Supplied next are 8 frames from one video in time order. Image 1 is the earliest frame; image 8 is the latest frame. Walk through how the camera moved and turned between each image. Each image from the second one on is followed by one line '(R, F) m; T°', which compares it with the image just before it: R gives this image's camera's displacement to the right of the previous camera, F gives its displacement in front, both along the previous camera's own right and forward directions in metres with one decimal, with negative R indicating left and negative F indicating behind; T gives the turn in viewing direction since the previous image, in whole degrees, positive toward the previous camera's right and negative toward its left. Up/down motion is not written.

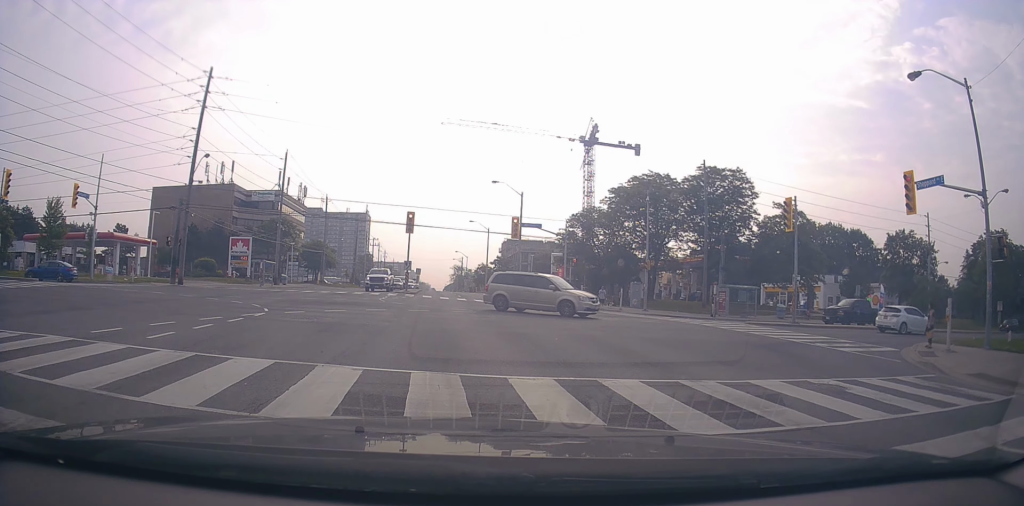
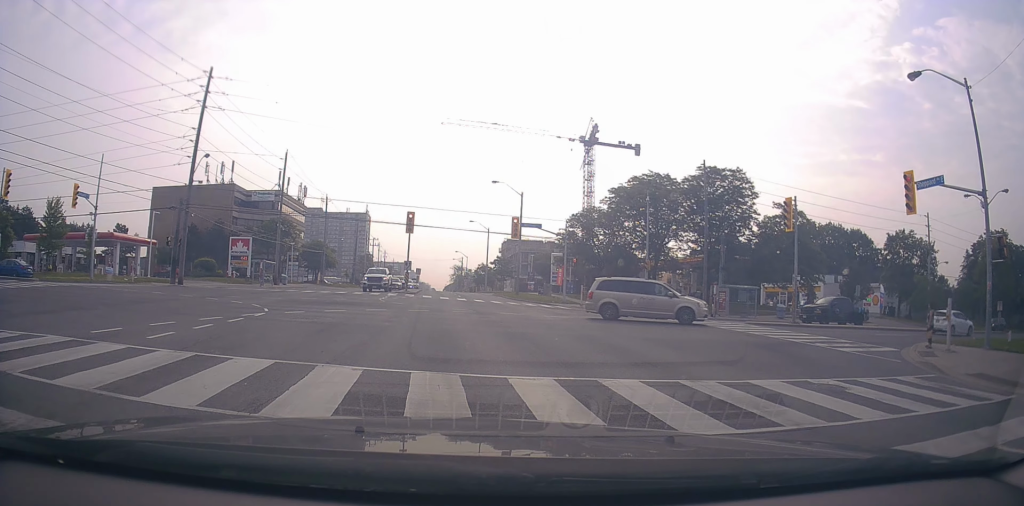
(0.0, 0.0) m; 0°
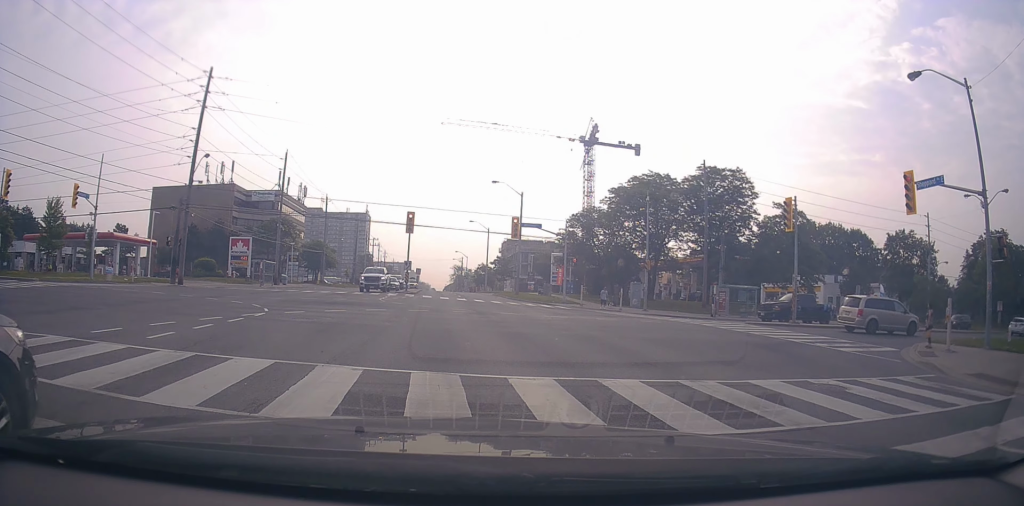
(0.0, 0.0) m; 0°
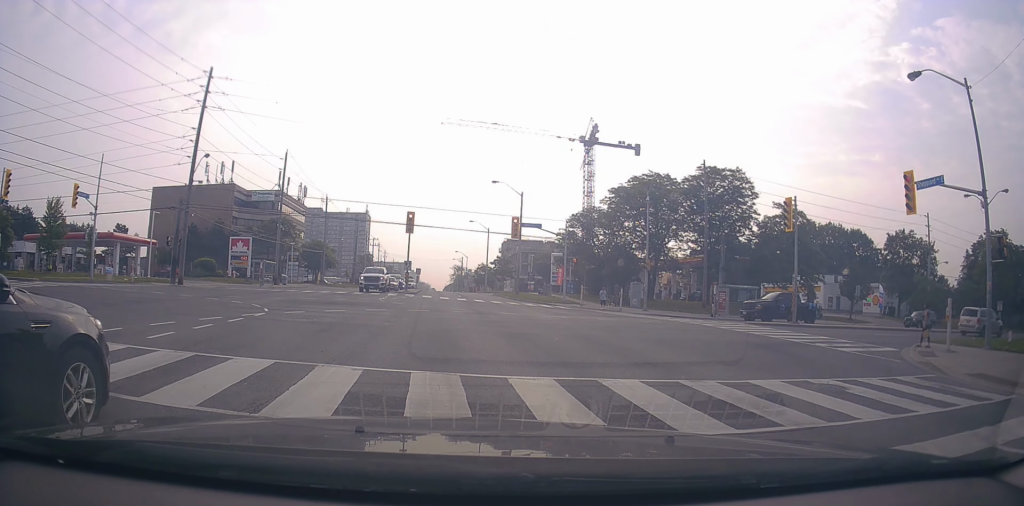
(0.0, 0.0) m; 0°
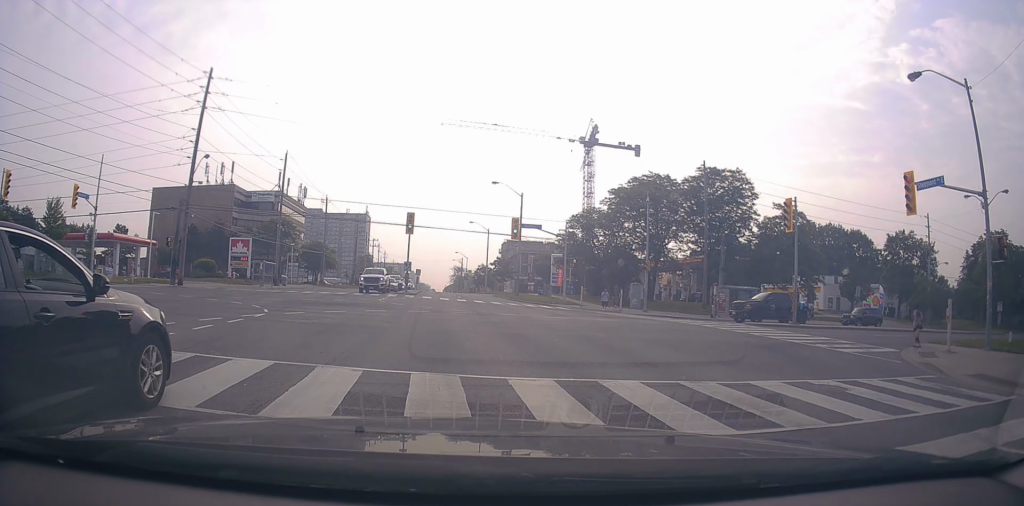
(0.0, 0.0) m; 0°
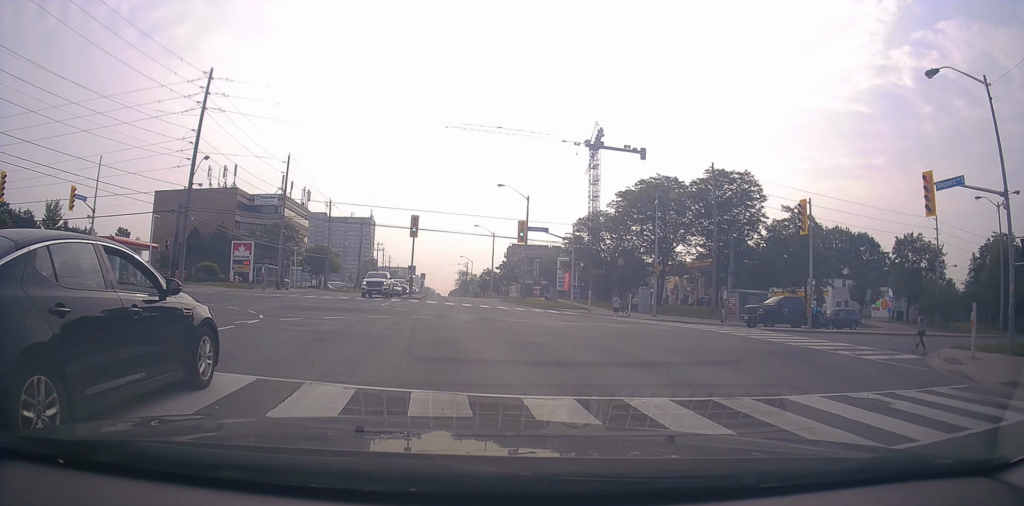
(-0.2, +0.3) m; 0°
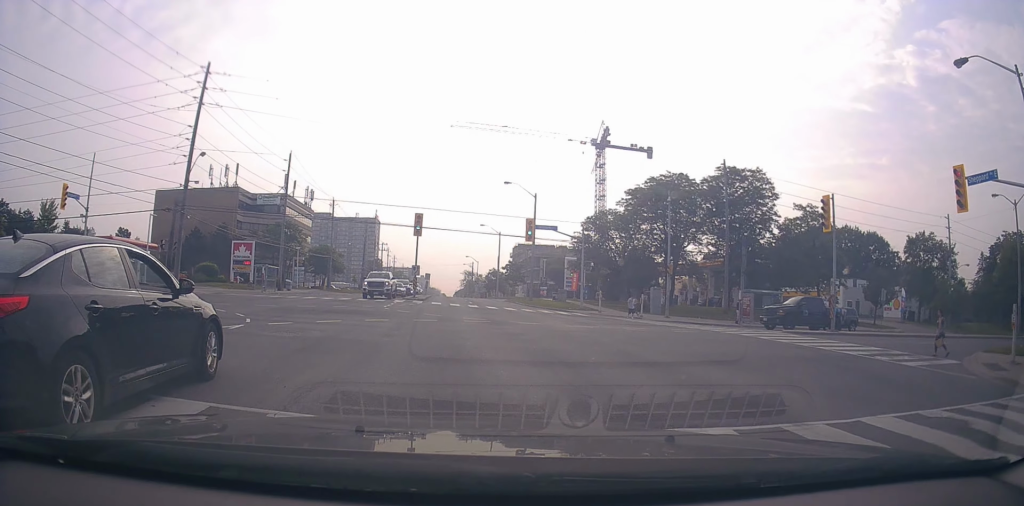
(-0.2, +1.2) m; 0°
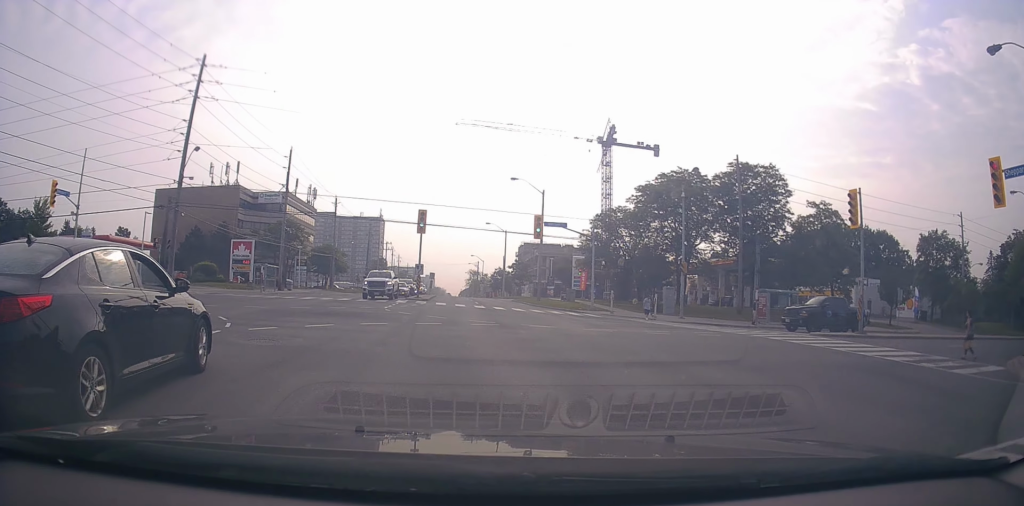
(-0.1, +1.1) m; 0°
